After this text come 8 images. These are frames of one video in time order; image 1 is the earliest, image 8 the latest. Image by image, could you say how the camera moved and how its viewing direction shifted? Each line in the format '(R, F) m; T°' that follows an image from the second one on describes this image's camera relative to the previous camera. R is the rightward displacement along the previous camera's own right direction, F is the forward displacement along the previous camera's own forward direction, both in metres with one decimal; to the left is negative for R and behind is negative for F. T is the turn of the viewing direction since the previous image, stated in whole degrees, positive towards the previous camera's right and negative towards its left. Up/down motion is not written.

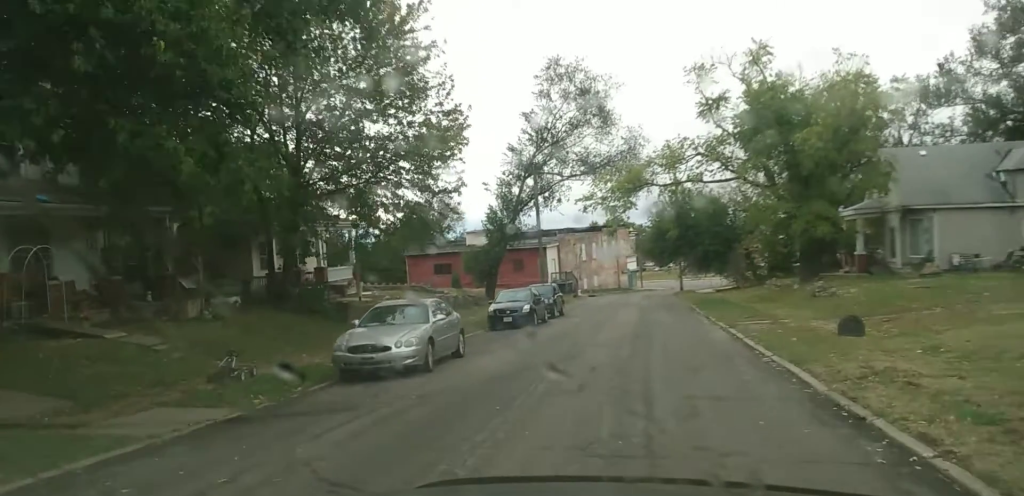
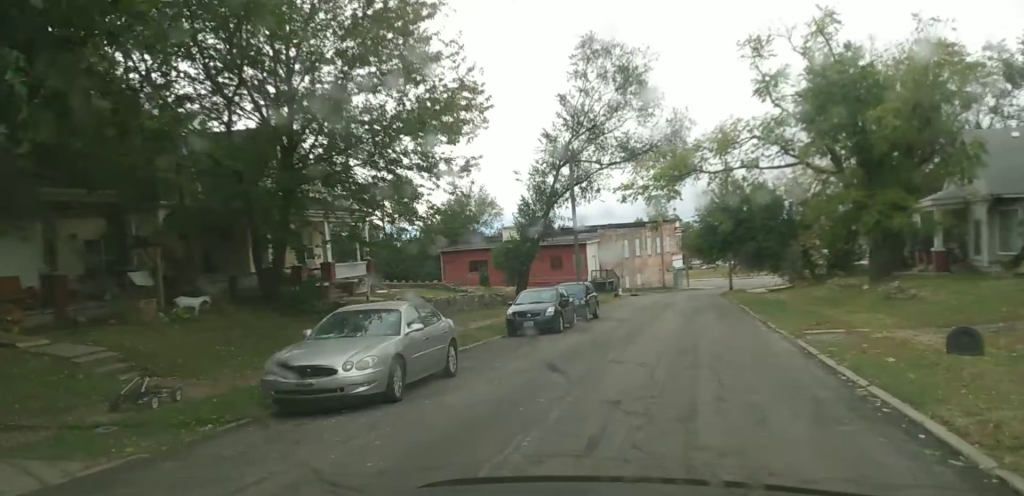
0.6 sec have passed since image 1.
(0.0, +3.9) m; -2°
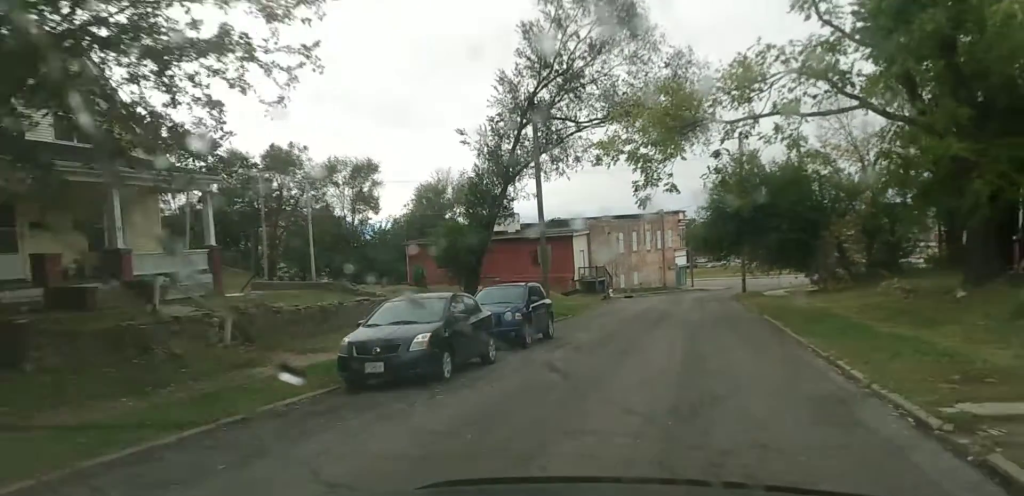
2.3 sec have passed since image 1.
(-0.1, +11.6) m; 0°
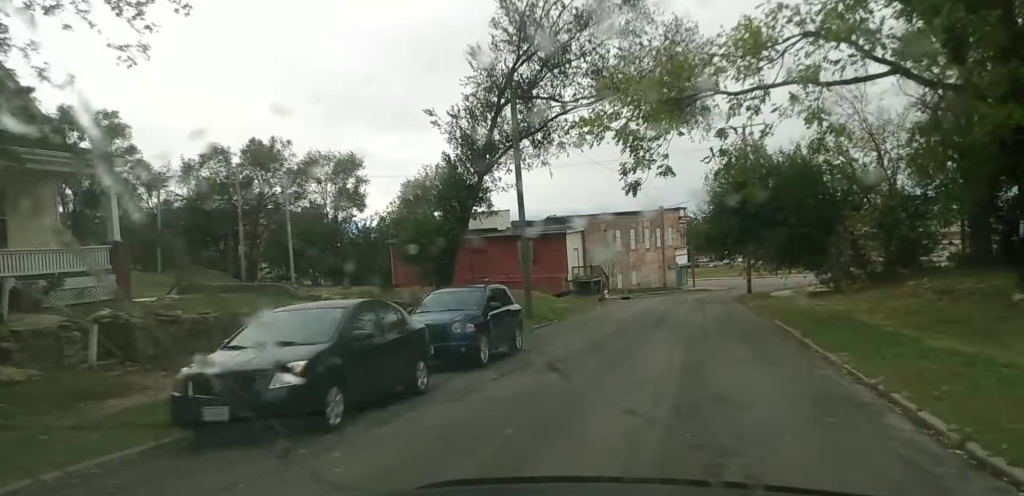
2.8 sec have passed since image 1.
(0.0, +4.3) m; 0°
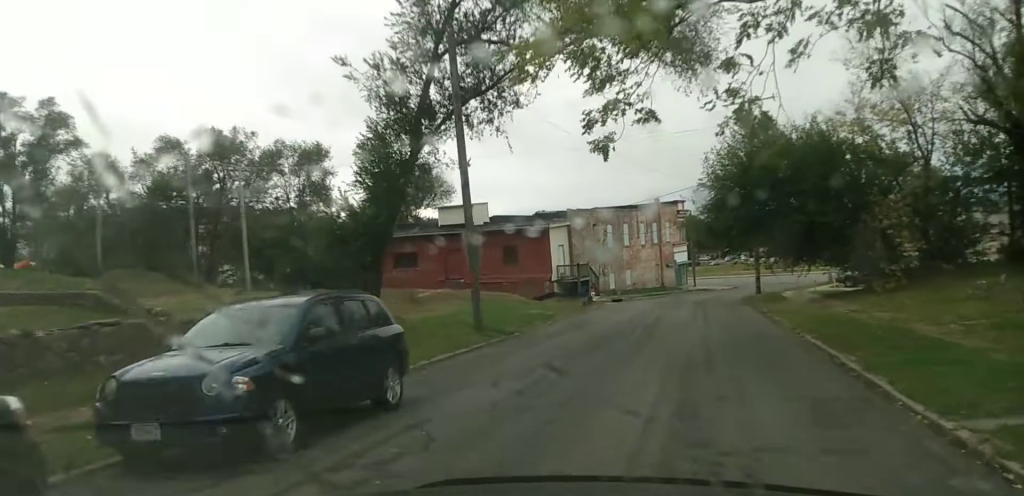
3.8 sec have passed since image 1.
(-0.1, +7.4) m; -1°
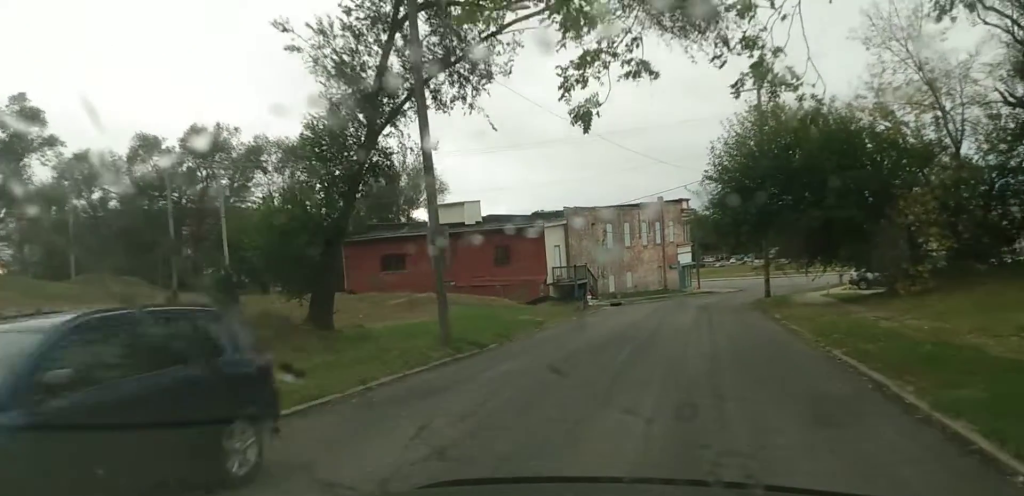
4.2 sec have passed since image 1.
(0.0, +3.6) m; 0°
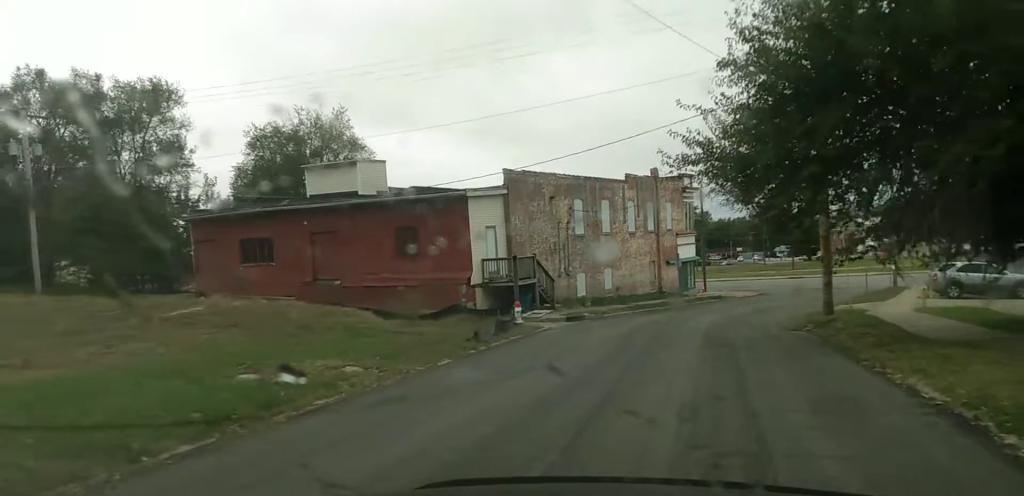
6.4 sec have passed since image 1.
(-0.4, +18.3) m; -4°
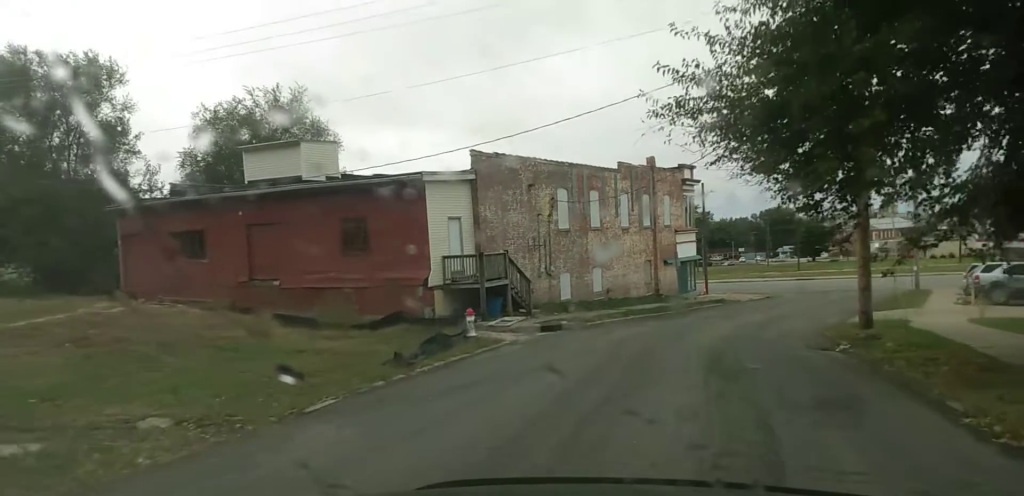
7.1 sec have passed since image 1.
(0.0, +6.3) m; 0°
